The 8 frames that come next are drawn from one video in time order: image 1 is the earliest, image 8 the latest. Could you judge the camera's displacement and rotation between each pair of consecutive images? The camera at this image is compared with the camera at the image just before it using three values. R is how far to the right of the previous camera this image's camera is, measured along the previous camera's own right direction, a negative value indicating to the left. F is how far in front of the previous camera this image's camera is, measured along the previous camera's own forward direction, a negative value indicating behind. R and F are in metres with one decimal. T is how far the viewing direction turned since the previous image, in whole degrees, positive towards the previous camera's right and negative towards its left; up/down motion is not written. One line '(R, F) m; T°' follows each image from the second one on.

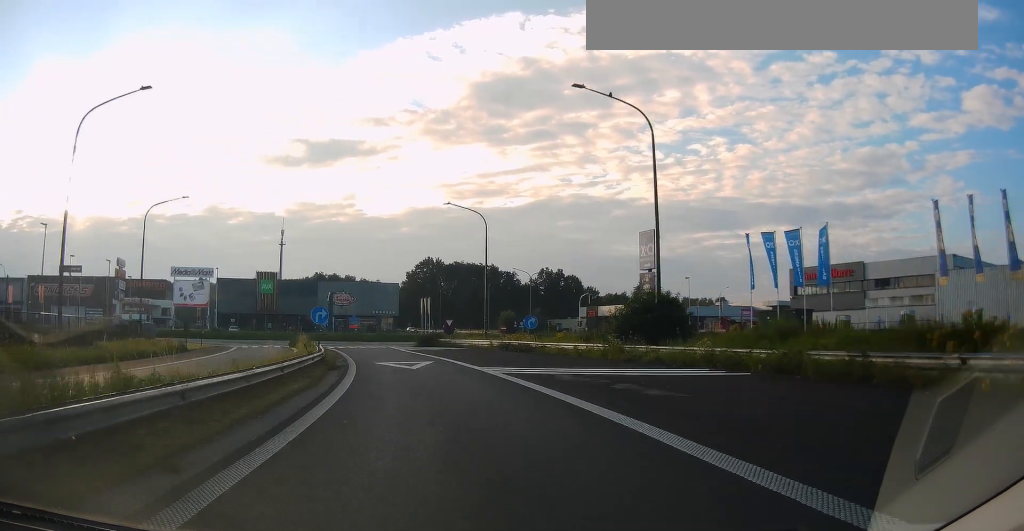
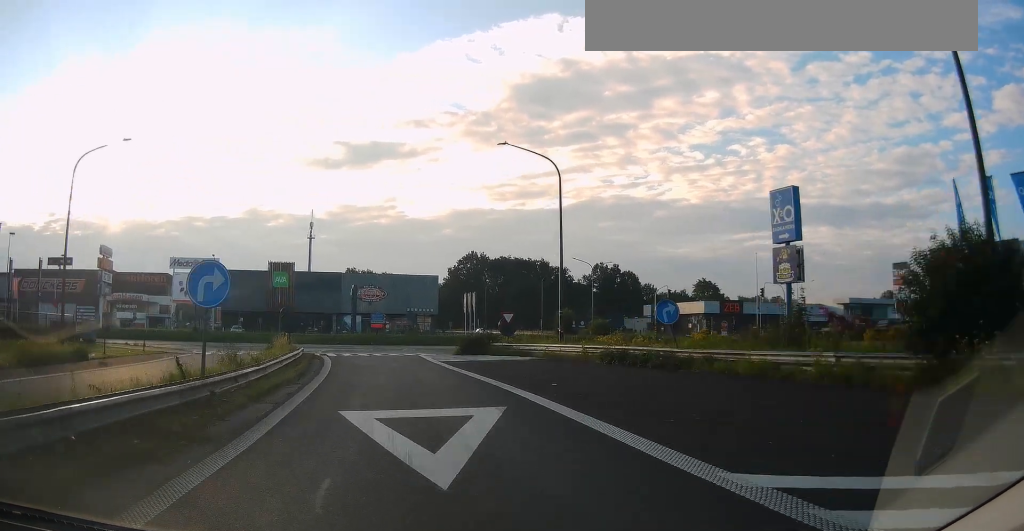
(-1.6, +19.2) m; -5°
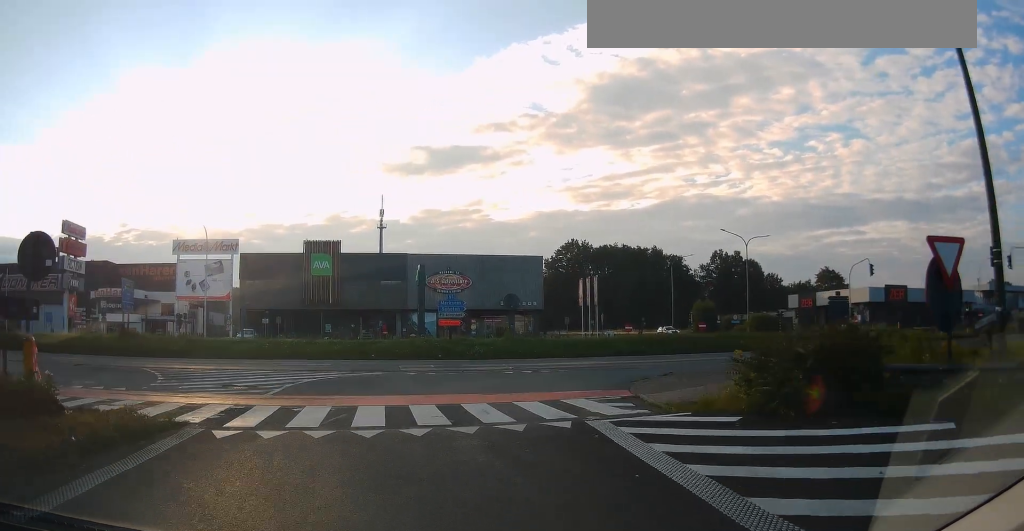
(-3.3, +37.2) m; -9°
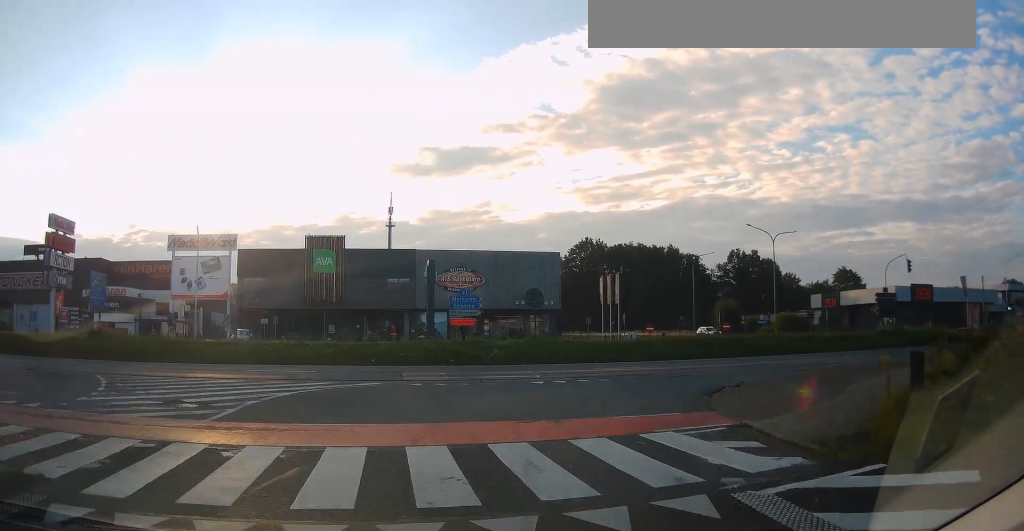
(-0.3, +8.1) m; -1°
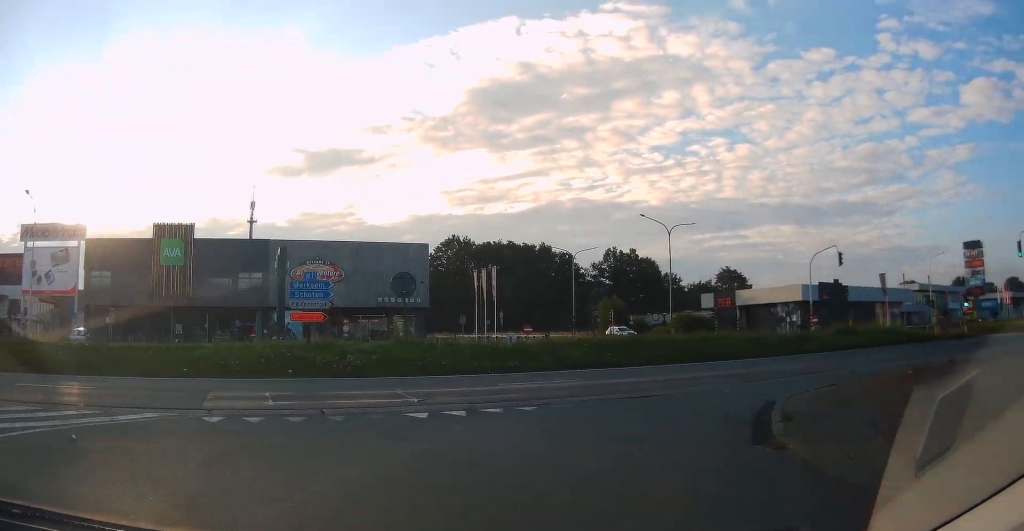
(-0.4, +13.4) m; +3°
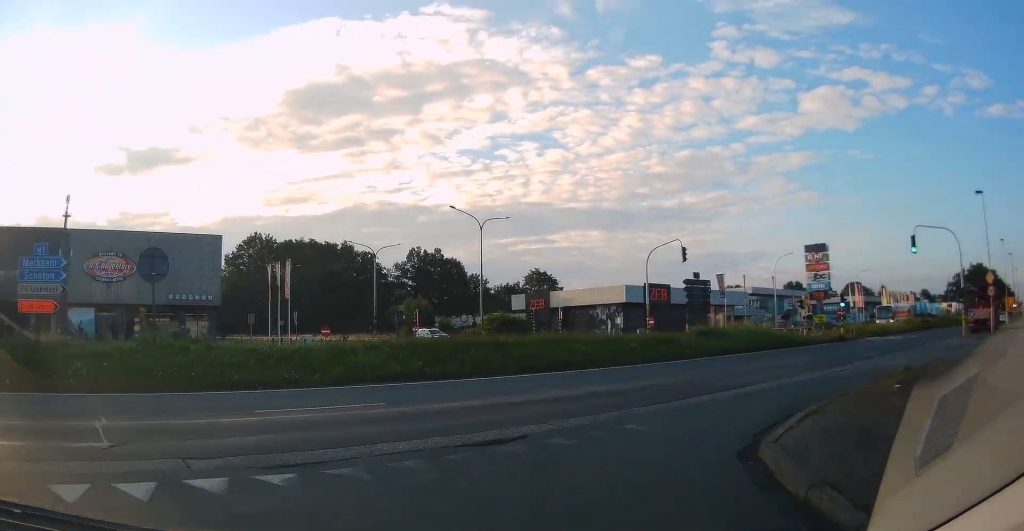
(-0.3, +6.8) m; +13°
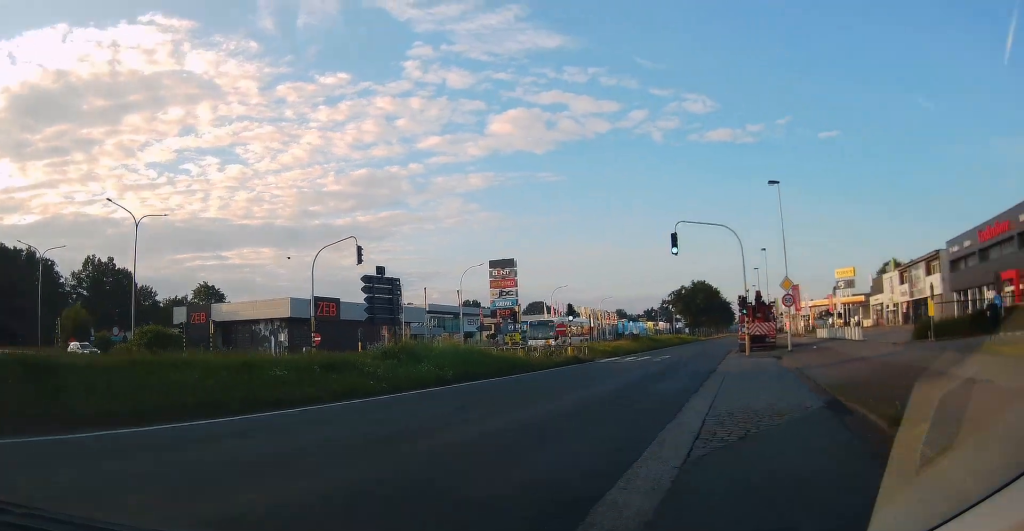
(+1.9, +7.7) m; +25°
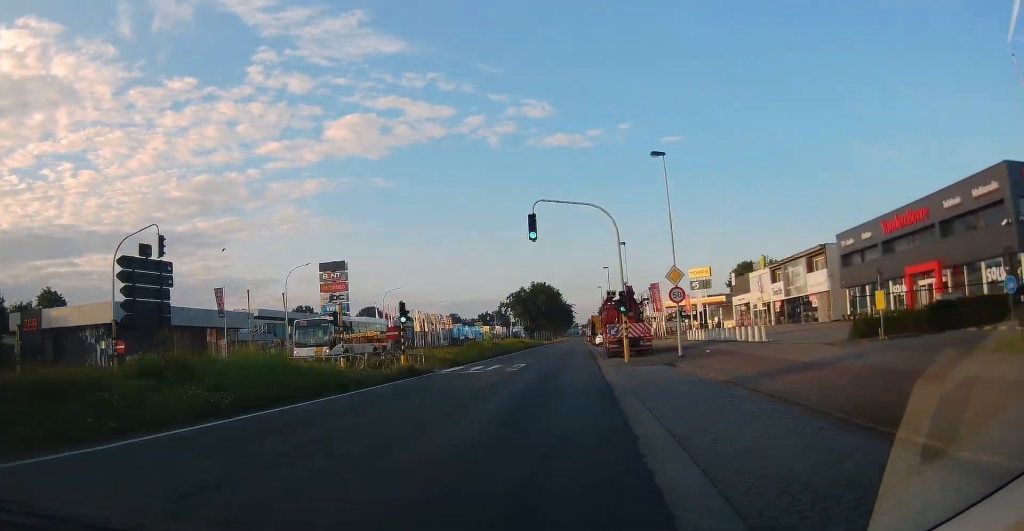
(-0.1, +4.8) m; +16°
